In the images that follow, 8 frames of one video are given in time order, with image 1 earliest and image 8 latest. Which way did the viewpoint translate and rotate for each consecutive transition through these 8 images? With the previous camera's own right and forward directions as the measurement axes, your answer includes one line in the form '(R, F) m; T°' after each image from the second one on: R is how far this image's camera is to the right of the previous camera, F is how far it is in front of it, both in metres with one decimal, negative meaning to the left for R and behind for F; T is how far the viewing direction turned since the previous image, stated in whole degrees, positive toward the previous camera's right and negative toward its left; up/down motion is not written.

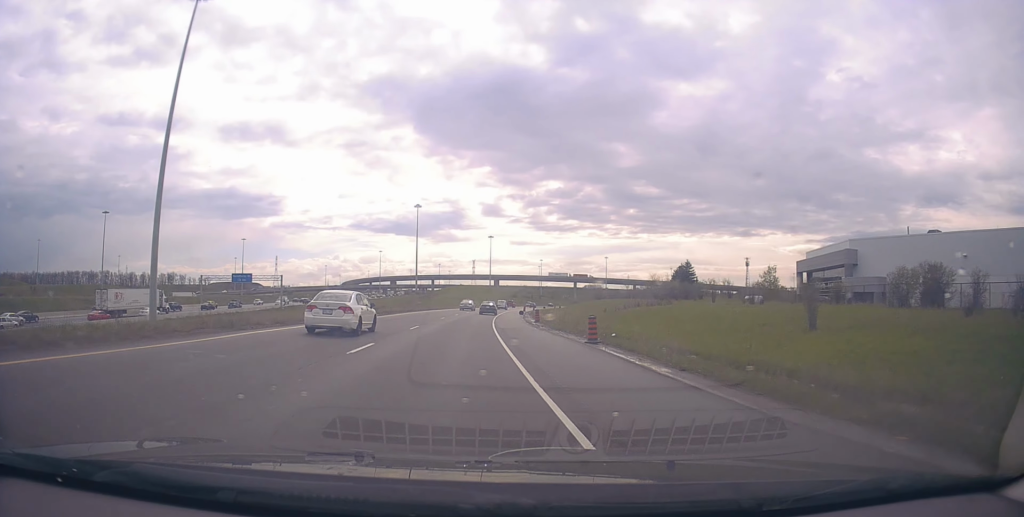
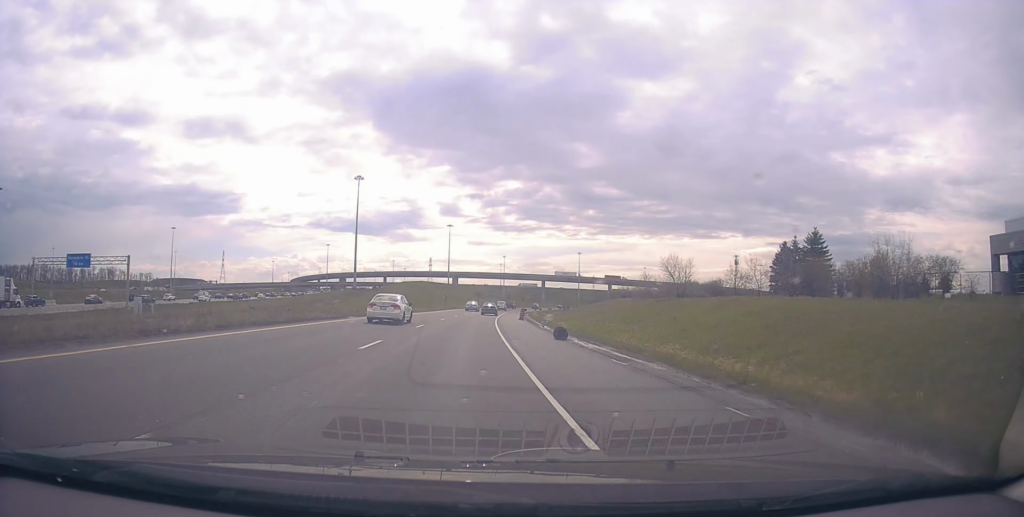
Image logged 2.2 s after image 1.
(+2.3, +49.8) m; +6°
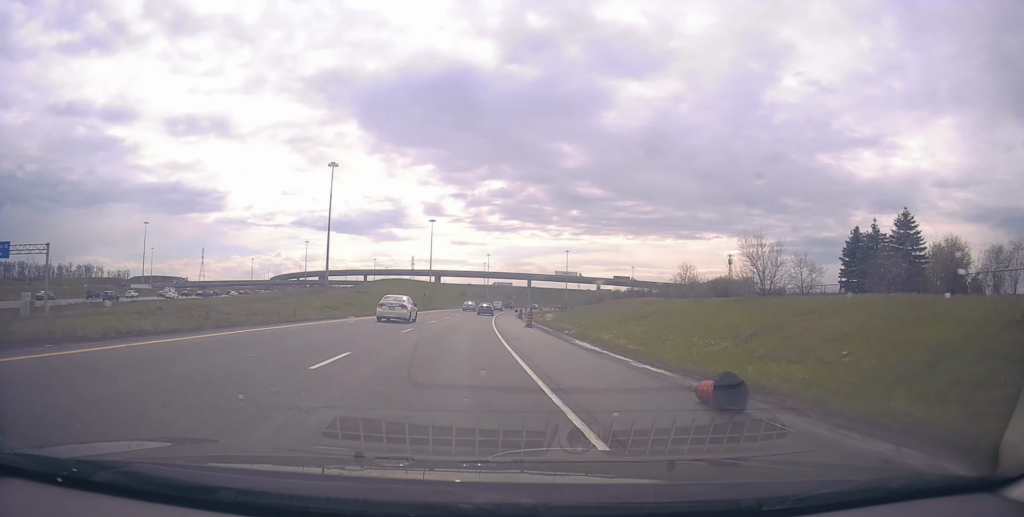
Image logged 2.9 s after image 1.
(+0.2, +16.7) m; +1°
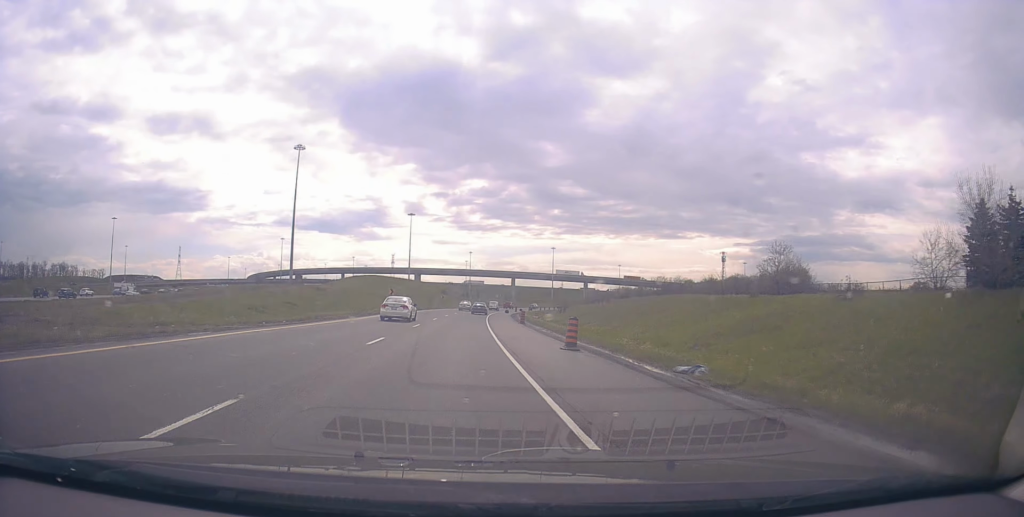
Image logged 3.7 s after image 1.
(+0.1, +17.7) m; +1°
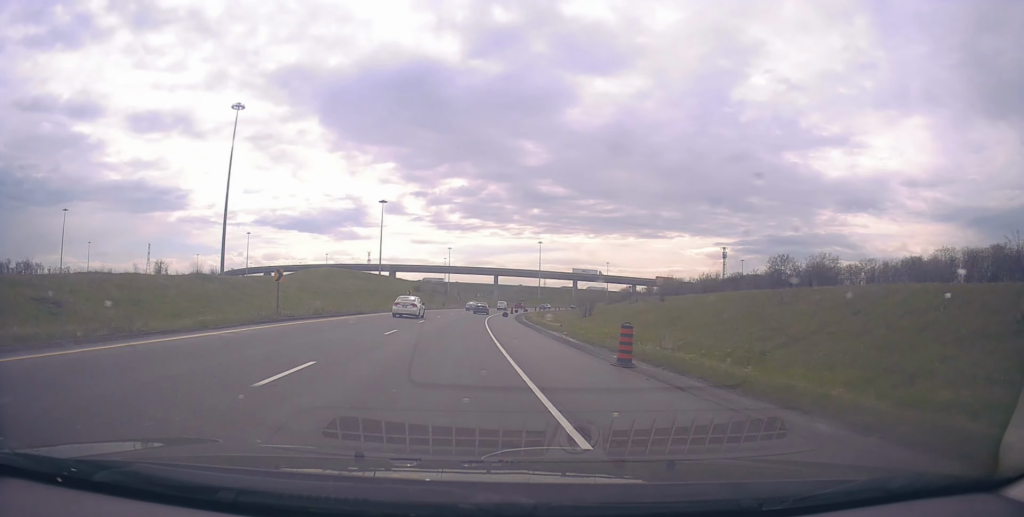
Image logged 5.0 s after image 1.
(+0.6, +32.4) m; +3°
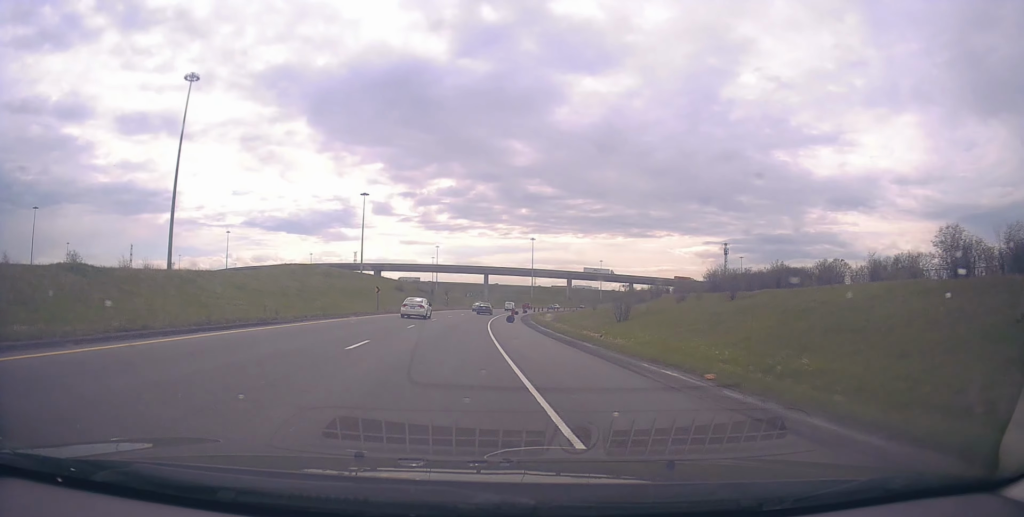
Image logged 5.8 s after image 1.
(+0.4, +17.6) m; +2°
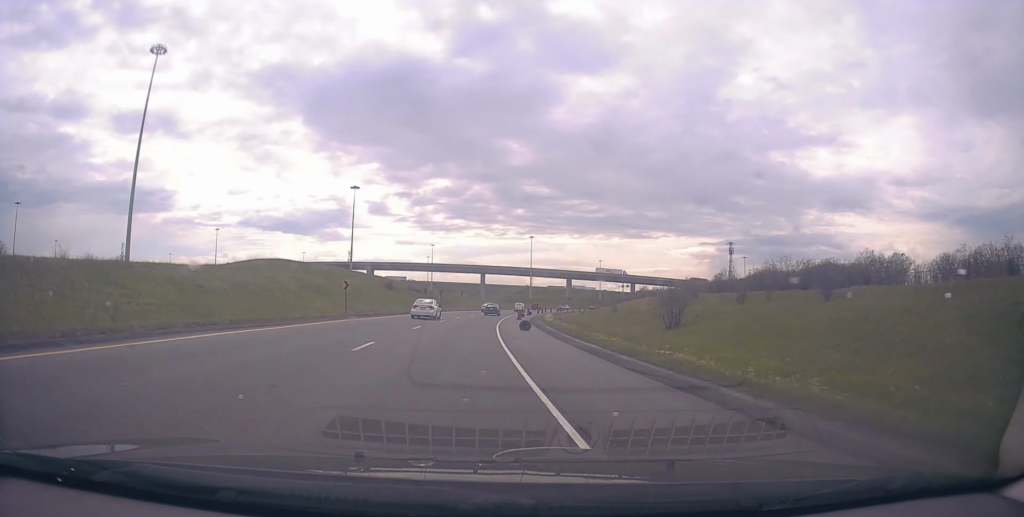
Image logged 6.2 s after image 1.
(+0.2, +12.4) m; +1°
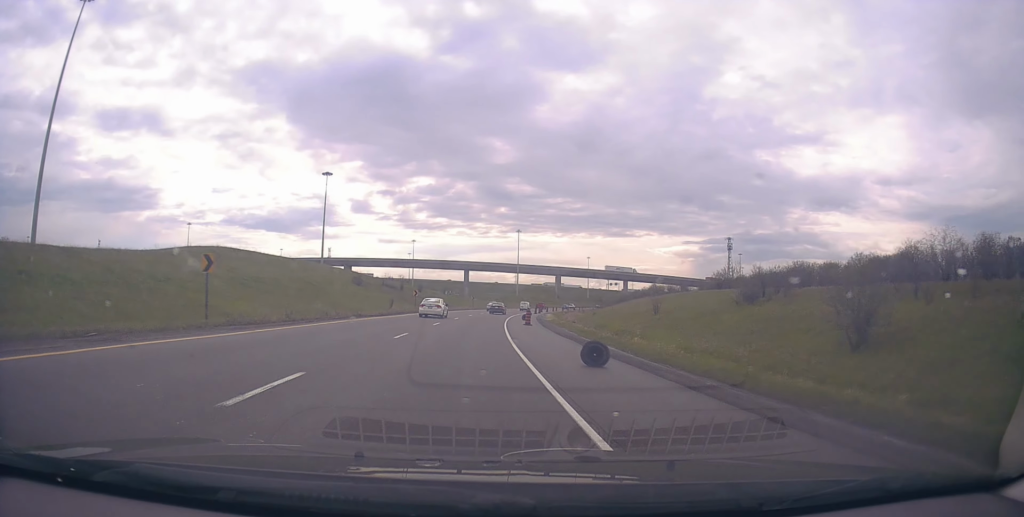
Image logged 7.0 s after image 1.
(+0.2, +19.8) m; +1°
